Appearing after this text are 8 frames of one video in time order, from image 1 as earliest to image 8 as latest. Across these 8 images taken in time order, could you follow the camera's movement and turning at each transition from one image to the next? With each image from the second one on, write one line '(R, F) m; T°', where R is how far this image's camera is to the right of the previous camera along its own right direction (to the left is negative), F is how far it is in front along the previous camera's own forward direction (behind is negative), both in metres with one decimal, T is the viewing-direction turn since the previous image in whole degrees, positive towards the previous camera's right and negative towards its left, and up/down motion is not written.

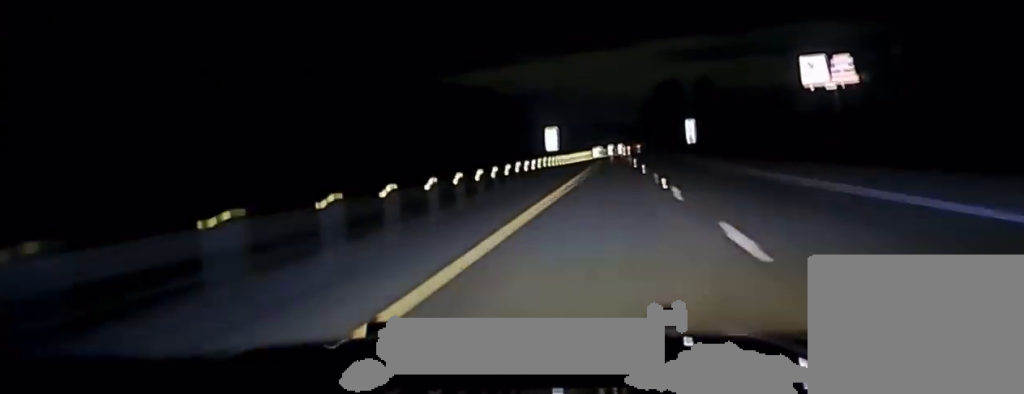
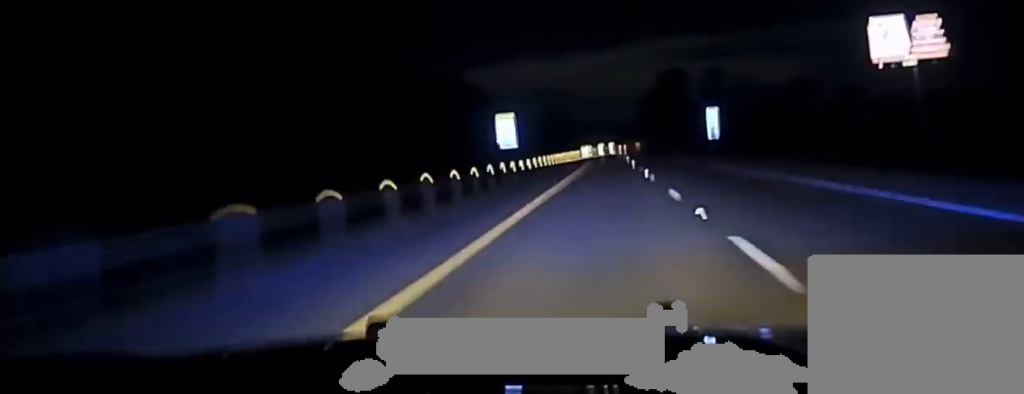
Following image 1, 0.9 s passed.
(-0.2, +39.0) m; 0°
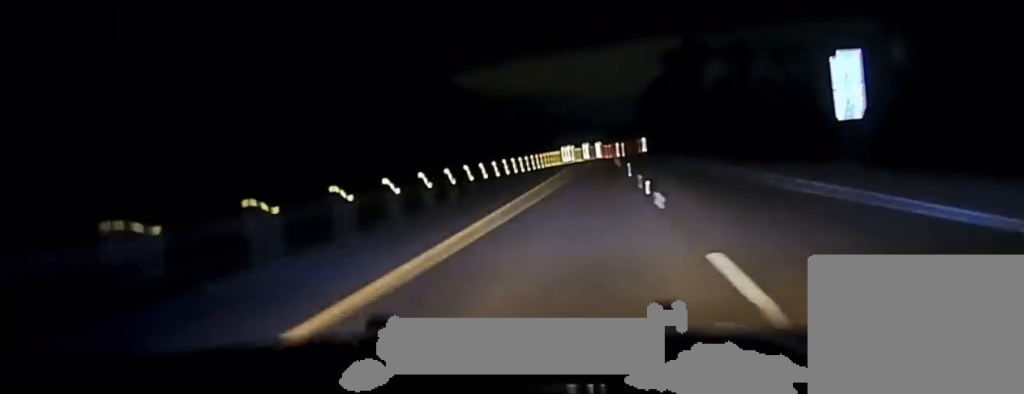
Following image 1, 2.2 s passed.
(-0.1, +60.5) m; 0°
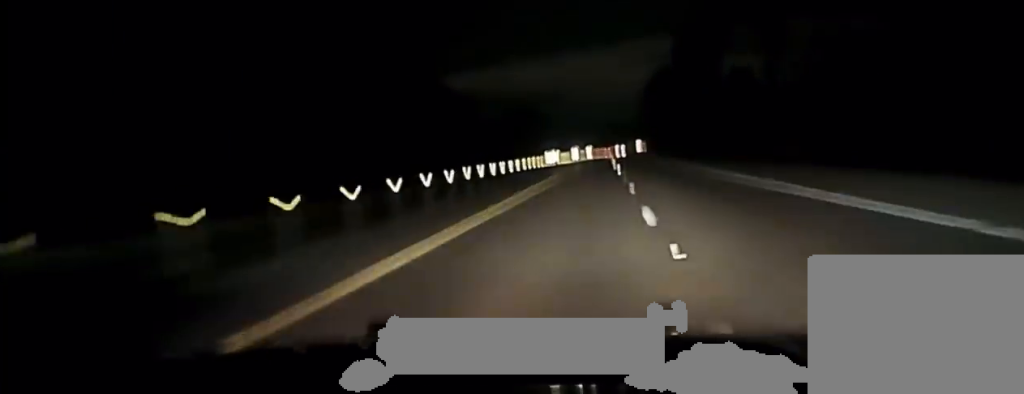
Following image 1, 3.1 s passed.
(+0.1, +39.2) m; 0°
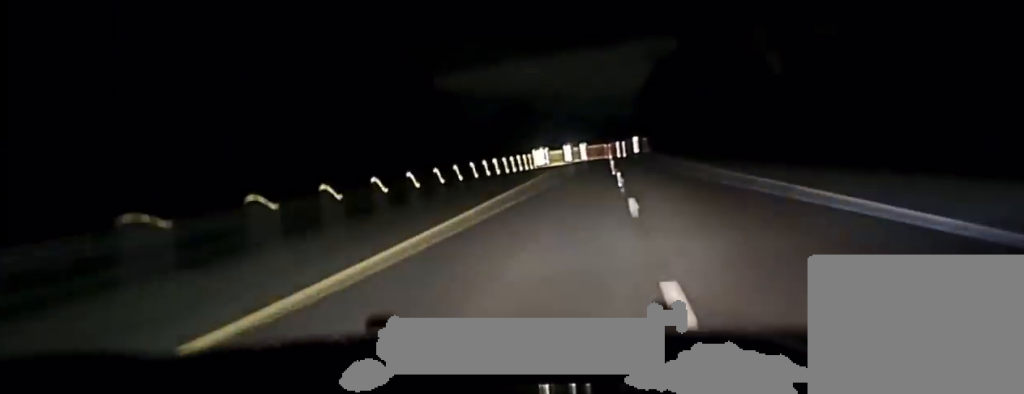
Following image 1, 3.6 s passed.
(0.0, +25.3) m; 0°
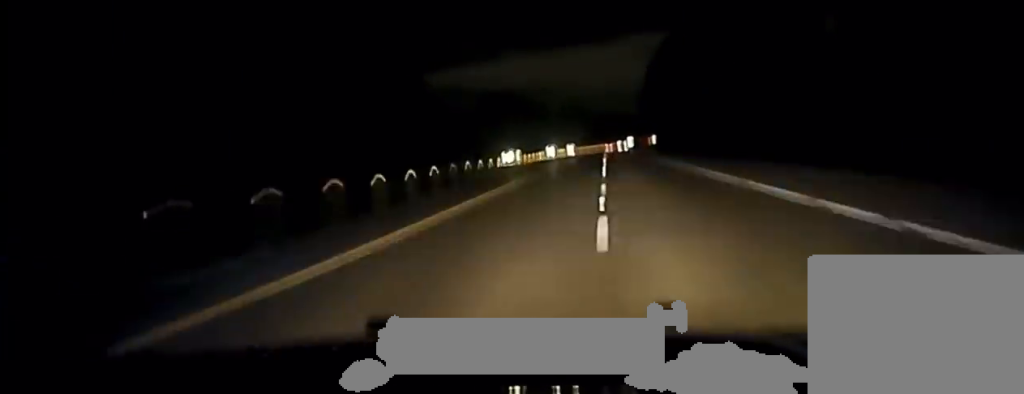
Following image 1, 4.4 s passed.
(-0.1, +46.7) m; 0°
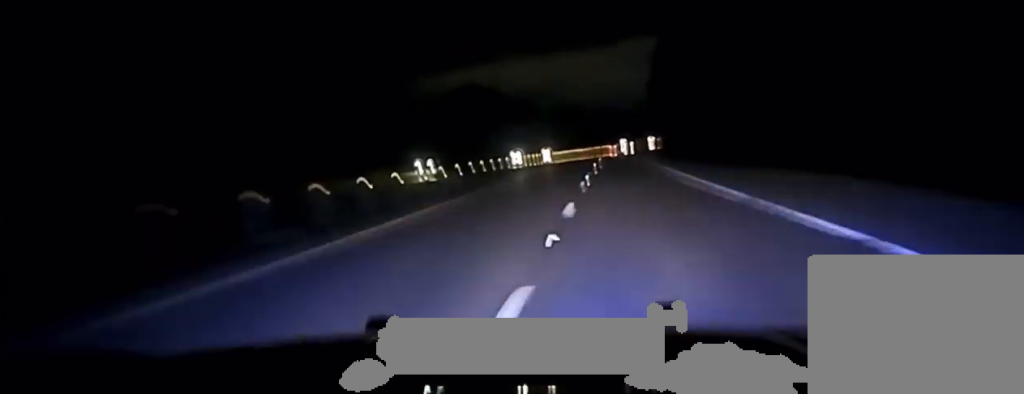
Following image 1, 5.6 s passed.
(+0.1, +60.3) m; 0°
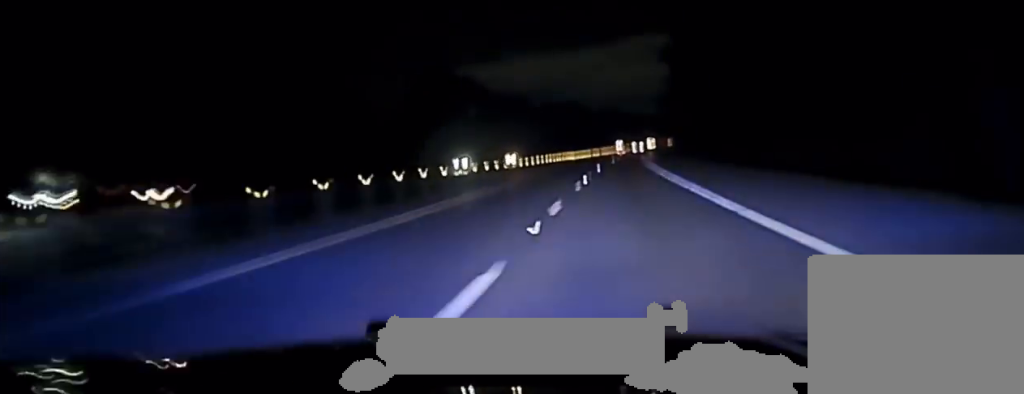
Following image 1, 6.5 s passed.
(0.0, +49.0) m; 0°
